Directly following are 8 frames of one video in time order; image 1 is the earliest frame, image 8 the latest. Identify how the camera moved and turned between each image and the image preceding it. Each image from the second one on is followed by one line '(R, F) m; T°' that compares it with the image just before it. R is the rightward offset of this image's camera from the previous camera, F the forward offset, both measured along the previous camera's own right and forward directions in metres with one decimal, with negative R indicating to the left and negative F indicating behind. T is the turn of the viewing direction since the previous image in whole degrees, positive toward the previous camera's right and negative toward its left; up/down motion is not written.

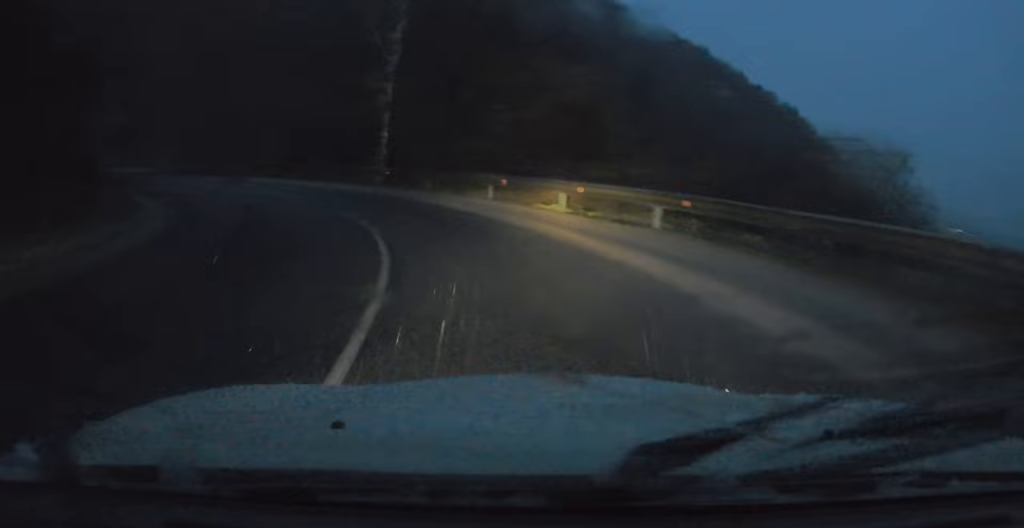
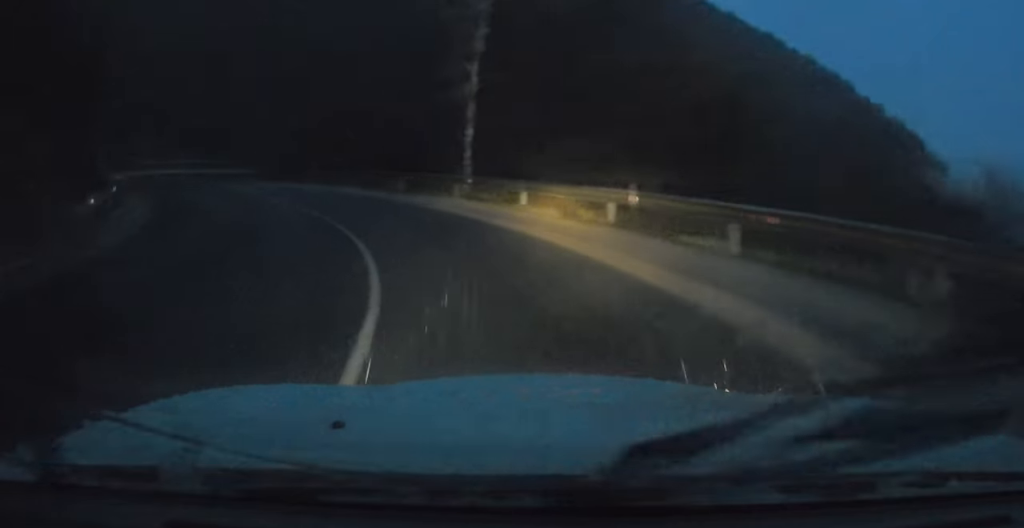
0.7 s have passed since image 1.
(-0.5, +7.2) m; -9°
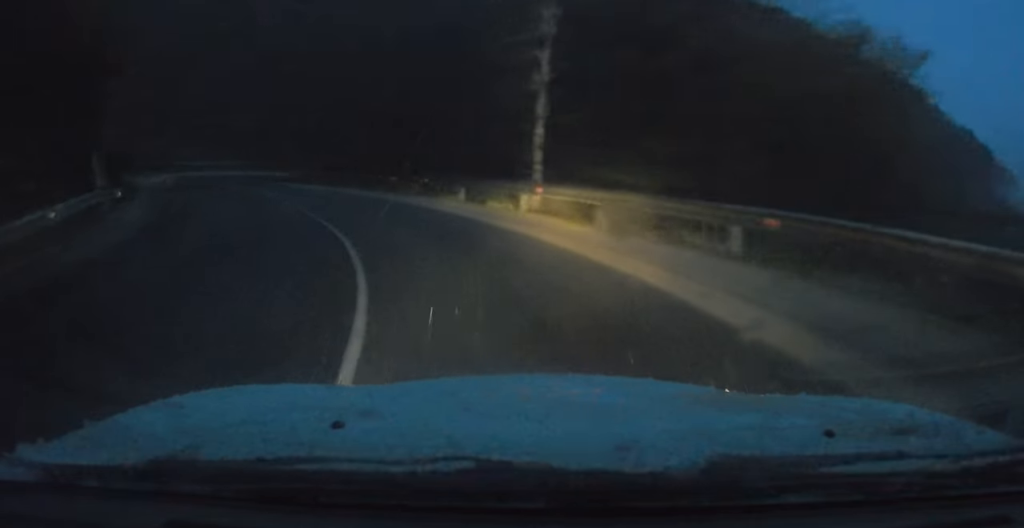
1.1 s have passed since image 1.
(-0.2, +4.4) m; -4°
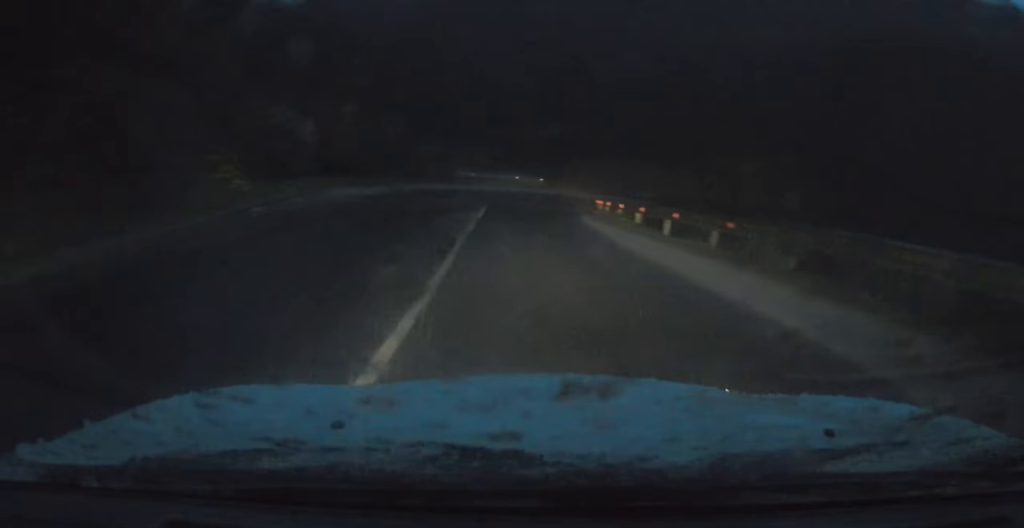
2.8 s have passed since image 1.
(-2.1, +20.7) m; -5°
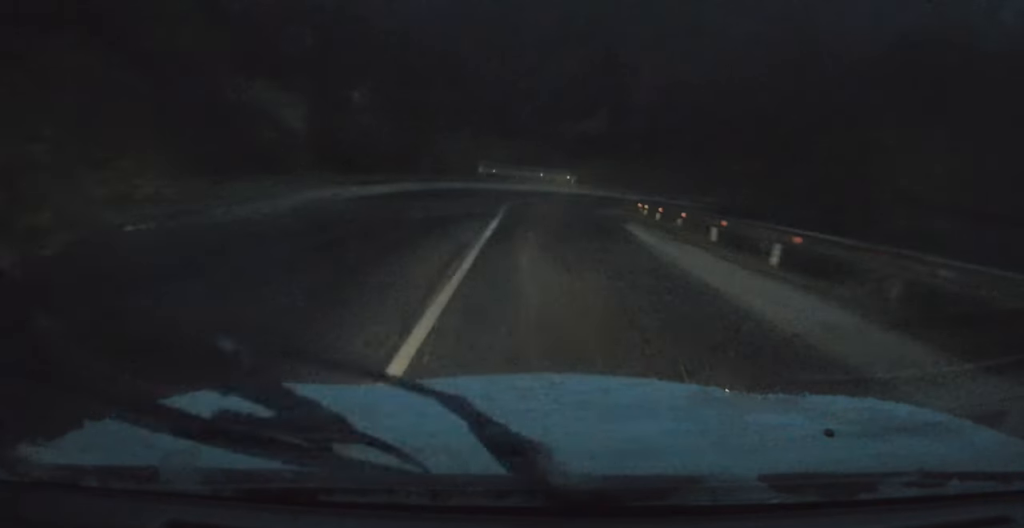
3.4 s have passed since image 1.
(+0.2, +6.8) m; +3°
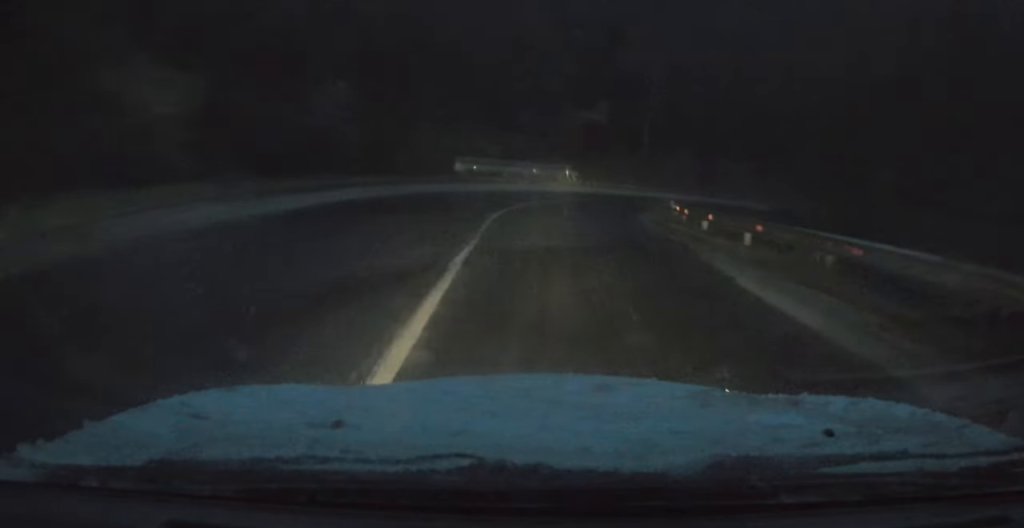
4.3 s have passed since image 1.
(+0.4, +10.5) m; +5°
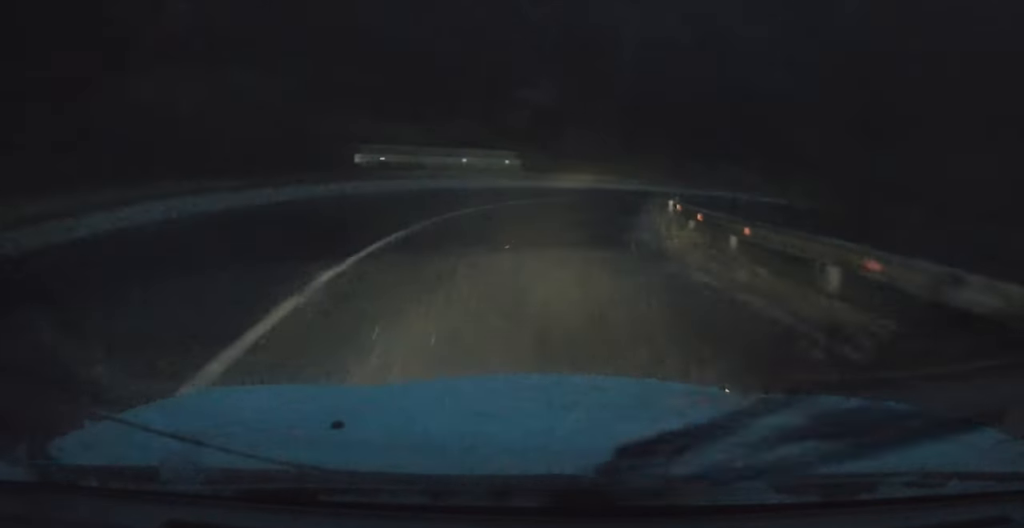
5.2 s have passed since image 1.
(+0.4, +9.9) m; +6°
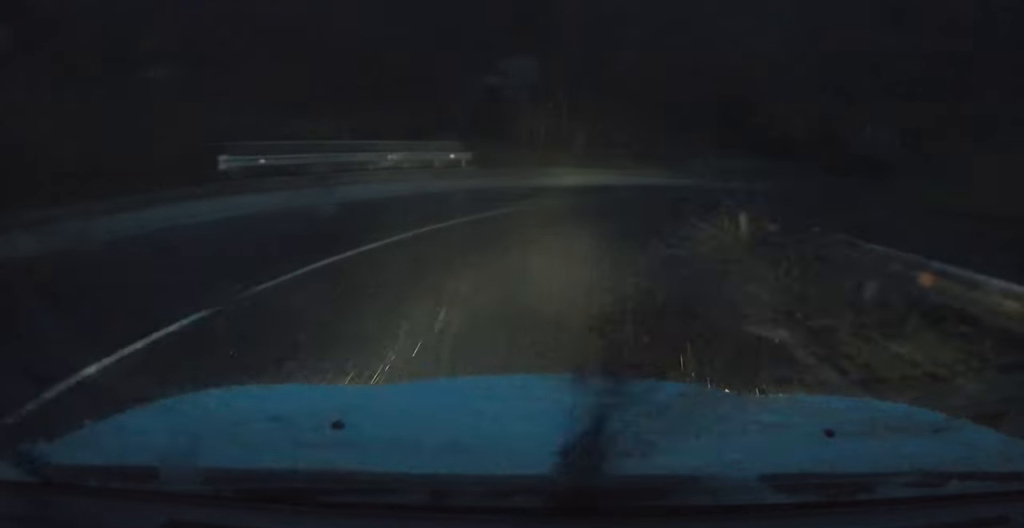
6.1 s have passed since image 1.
(+0.4, +9.4) m; +9°
